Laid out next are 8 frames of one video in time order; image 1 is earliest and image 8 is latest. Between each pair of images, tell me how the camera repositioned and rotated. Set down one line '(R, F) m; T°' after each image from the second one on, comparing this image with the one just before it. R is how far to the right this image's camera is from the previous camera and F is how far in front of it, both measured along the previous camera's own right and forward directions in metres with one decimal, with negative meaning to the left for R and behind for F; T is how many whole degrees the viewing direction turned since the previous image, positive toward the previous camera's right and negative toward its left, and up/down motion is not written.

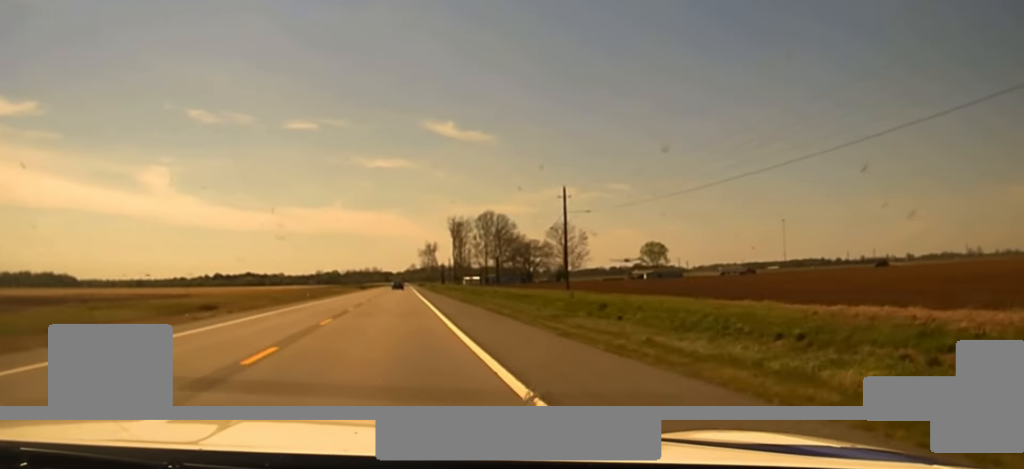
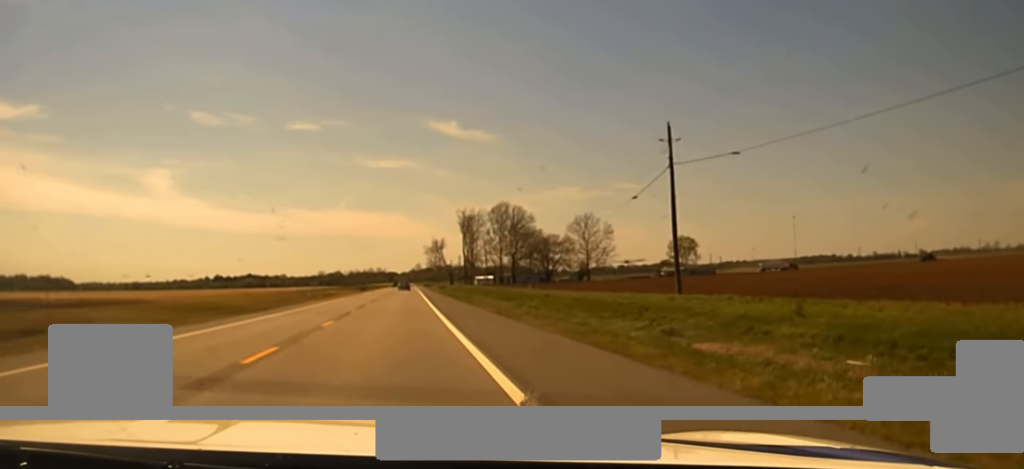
(0.0, +36.1) m; 0°
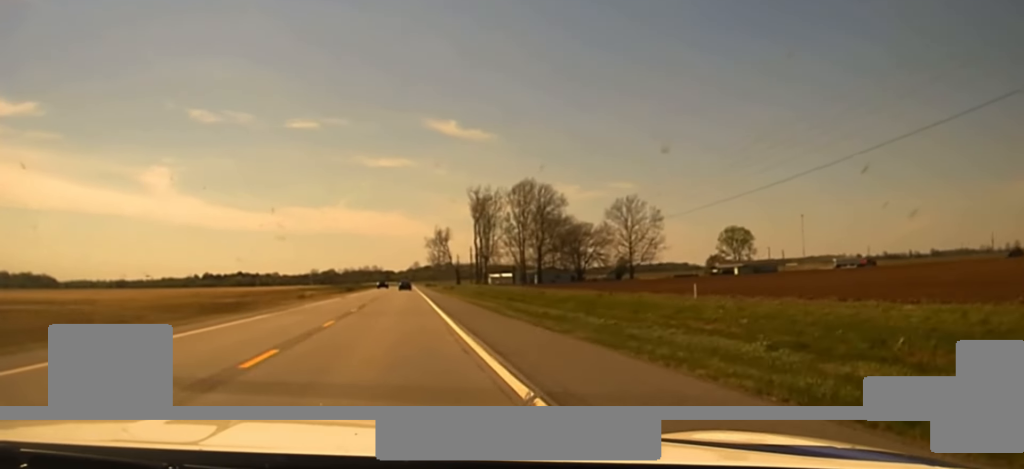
(0.0, +61.0) m; -1°
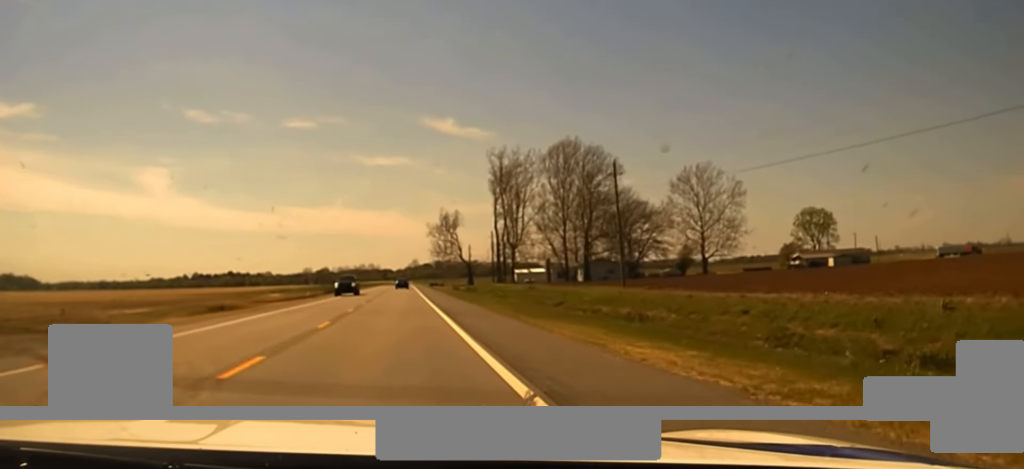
(-0.6, +61.5) m; 0°
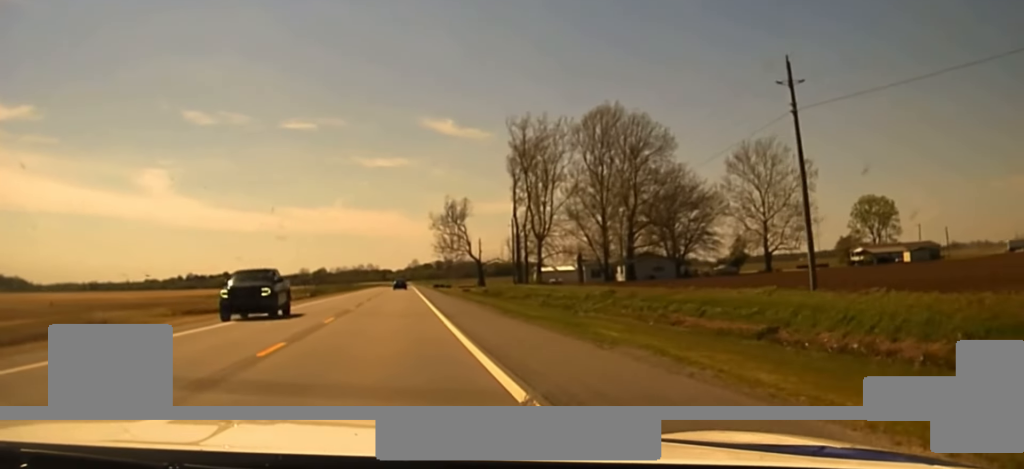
(+0.3, +31.6) m; 0°
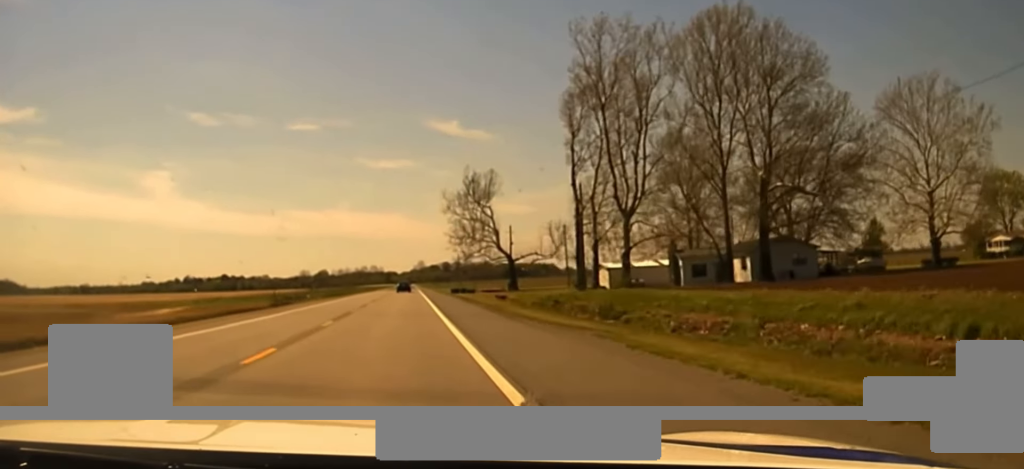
(+0.2, +49.3) m; 0°
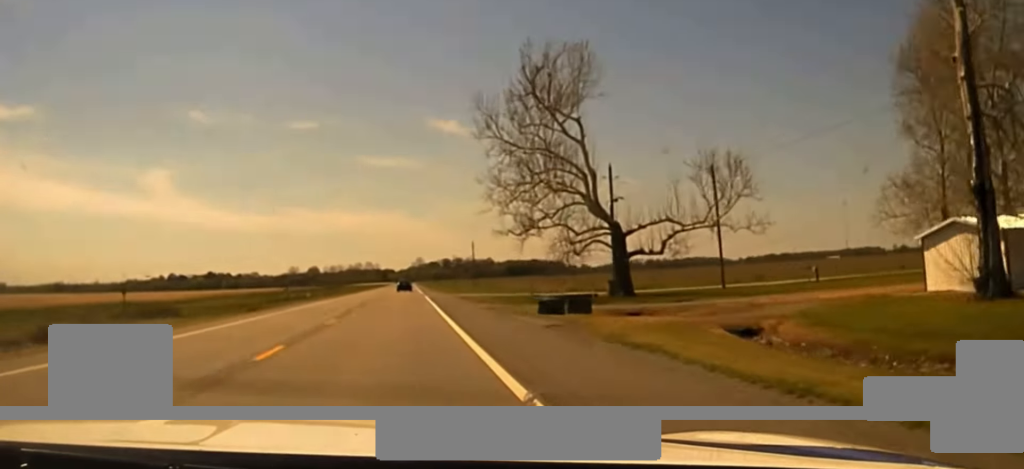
(-0.1, +71.8) m; 0°
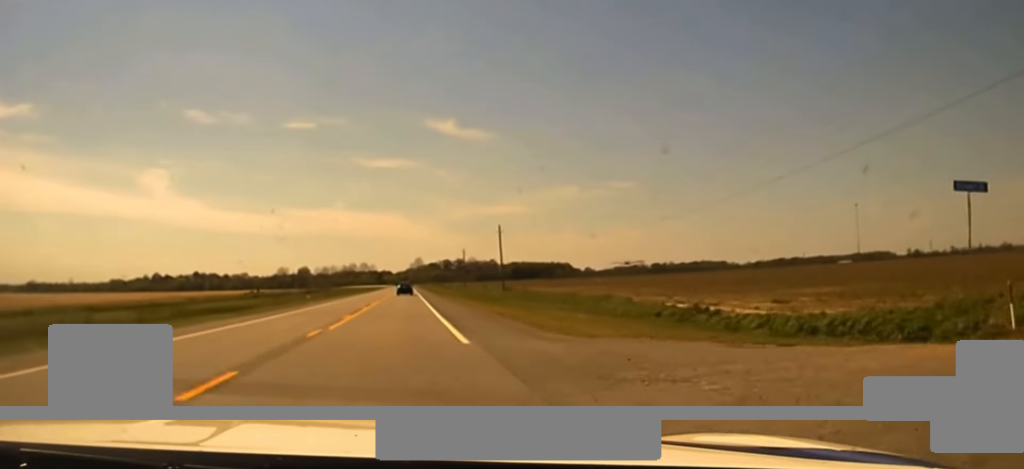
(-0.6, +65.6) m; 0°
